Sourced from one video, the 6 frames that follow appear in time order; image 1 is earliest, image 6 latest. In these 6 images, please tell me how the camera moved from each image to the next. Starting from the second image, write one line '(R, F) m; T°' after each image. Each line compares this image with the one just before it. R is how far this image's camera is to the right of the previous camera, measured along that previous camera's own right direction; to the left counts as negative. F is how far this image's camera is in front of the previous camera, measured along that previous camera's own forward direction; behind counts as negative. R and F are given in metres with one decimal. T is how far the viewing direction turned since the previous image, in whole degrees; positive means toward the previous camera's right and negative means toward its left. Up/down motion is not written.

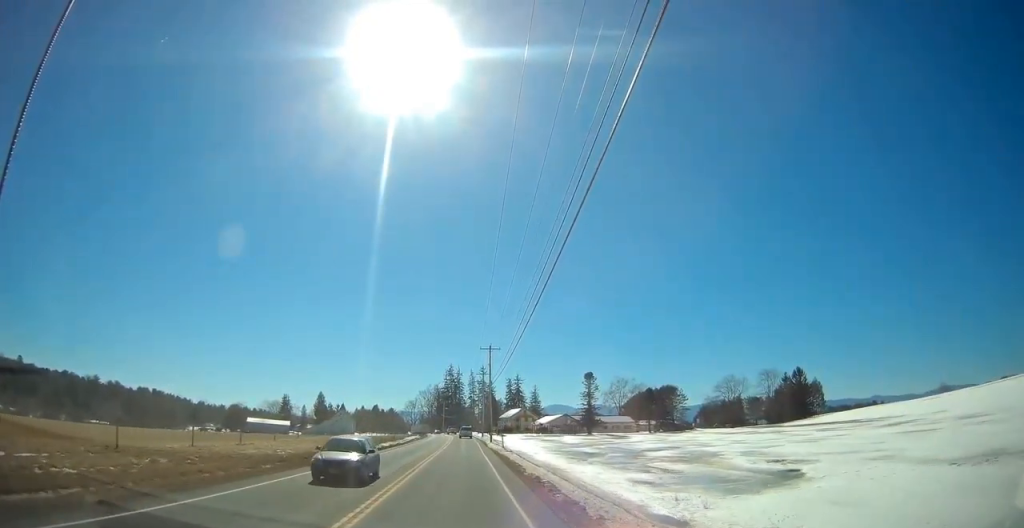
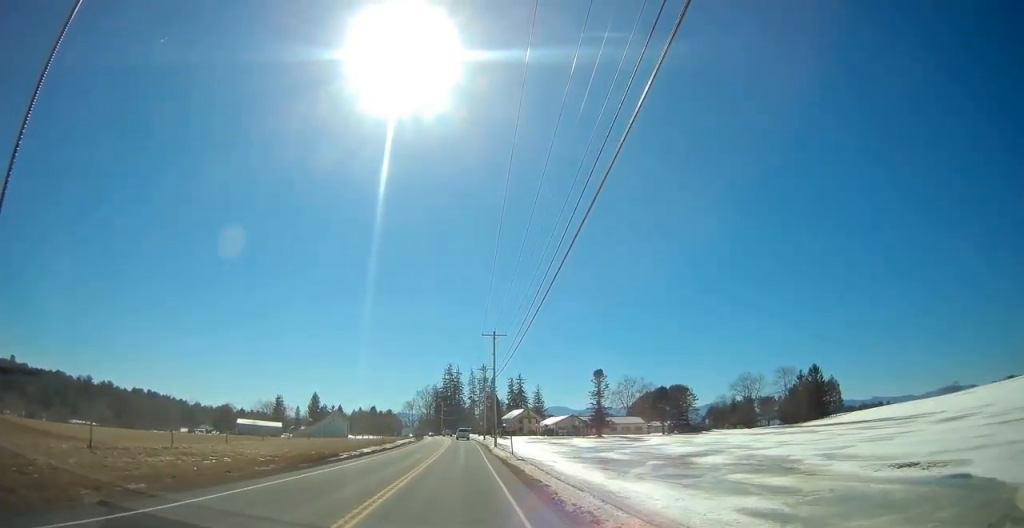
(-0.1, +11.1) m; 0°
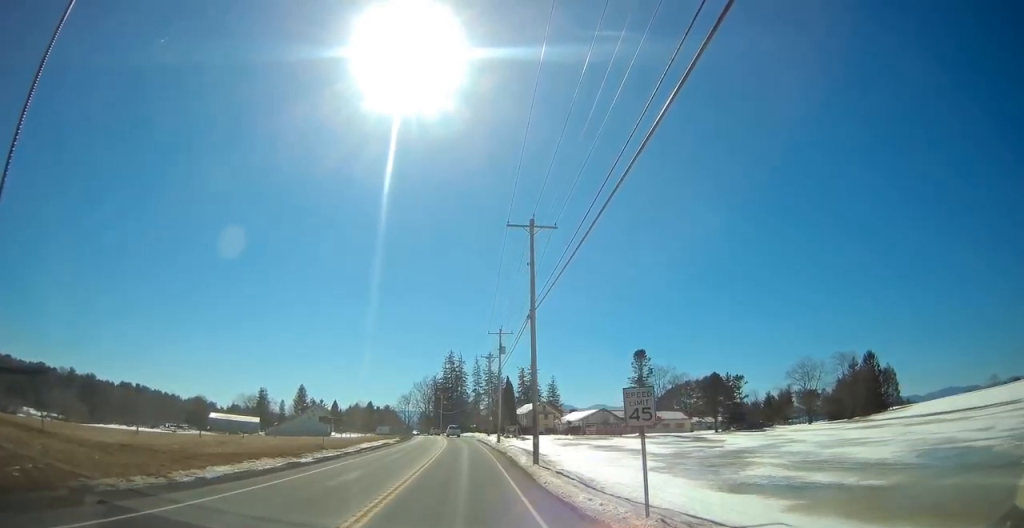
(+0.3, +30.3) m; 0°
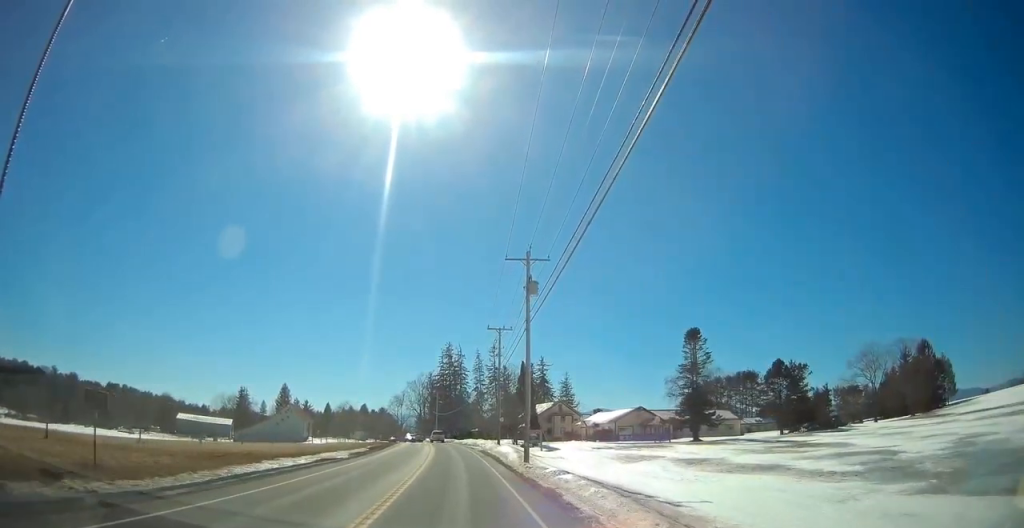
(-0.1, +25.8) m; 0°
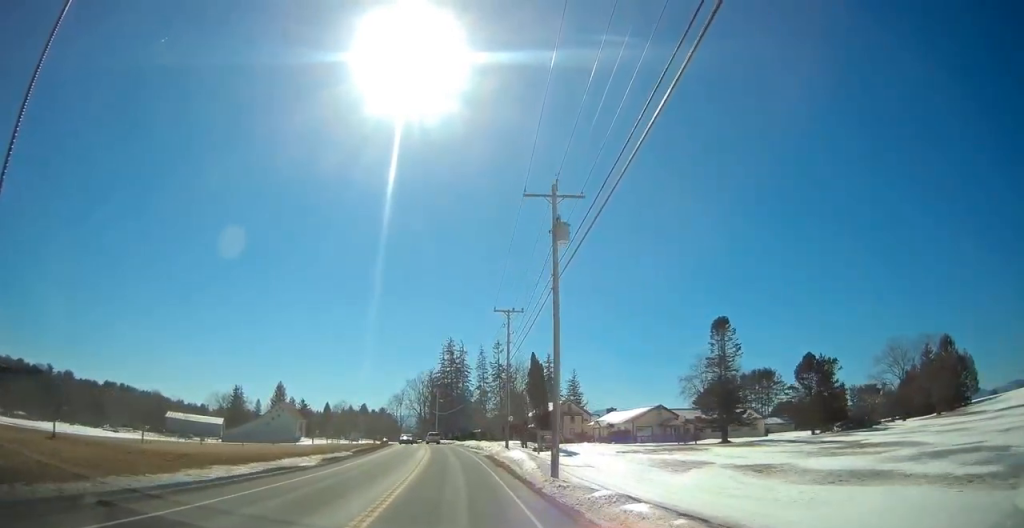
(+0.2, +8.9) m; 0°
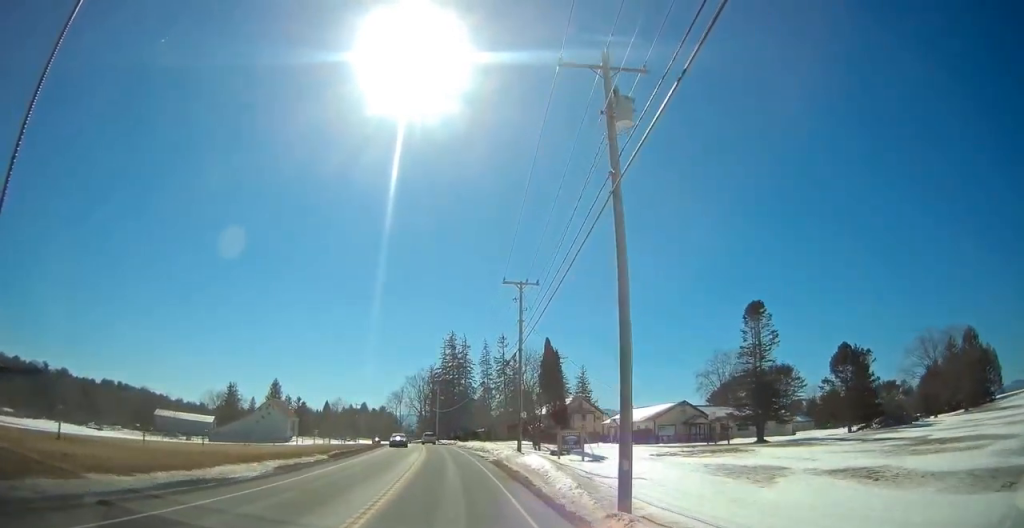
(-0.1, +8.8) m; 0°
